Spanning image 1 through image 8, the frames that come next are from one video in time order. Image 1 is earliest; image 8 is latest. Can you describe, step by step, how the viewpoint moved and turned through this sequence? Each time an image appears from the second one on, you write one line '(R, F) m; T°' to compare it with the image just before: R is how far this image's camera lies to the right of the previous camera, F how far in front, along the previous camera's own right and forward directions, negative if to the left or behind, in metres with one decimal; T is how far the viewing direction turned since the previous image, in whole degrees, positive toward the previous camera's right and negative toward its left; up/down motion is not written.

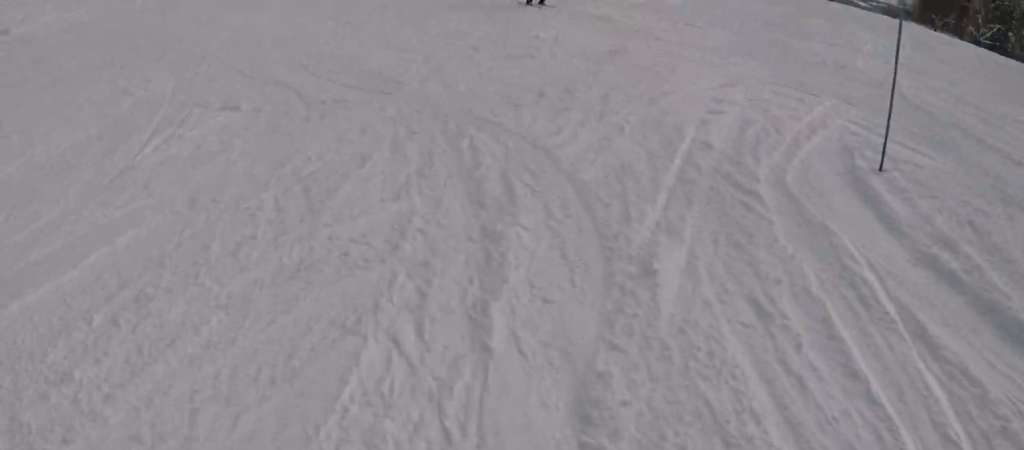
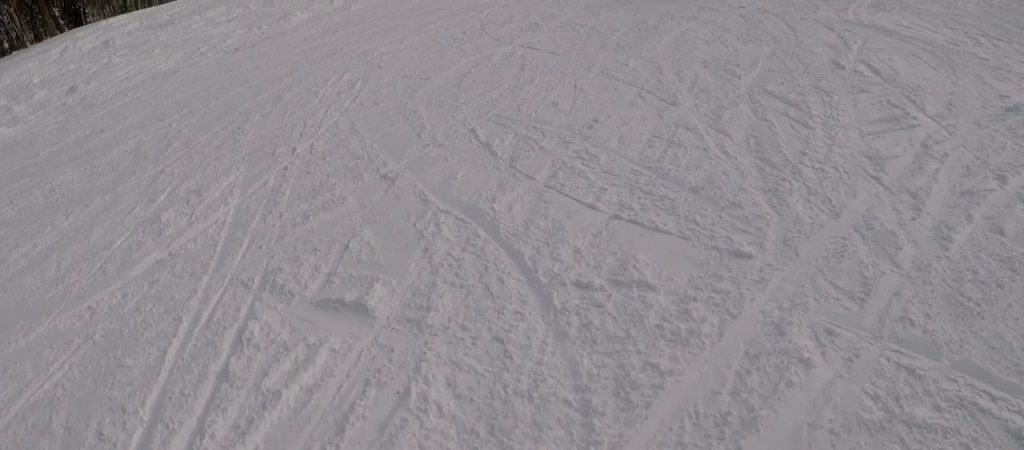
(0.0, +4.3) m; +11°
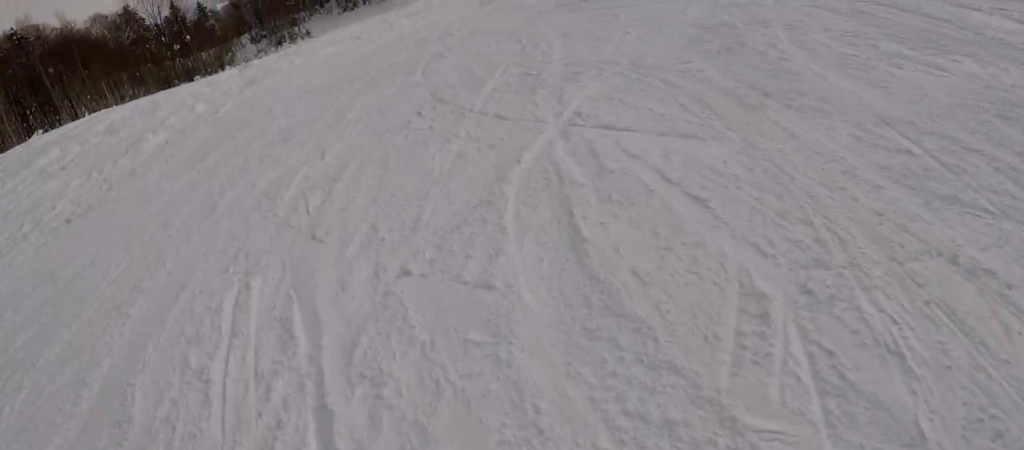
(+1.0, +4.3) m; +13°
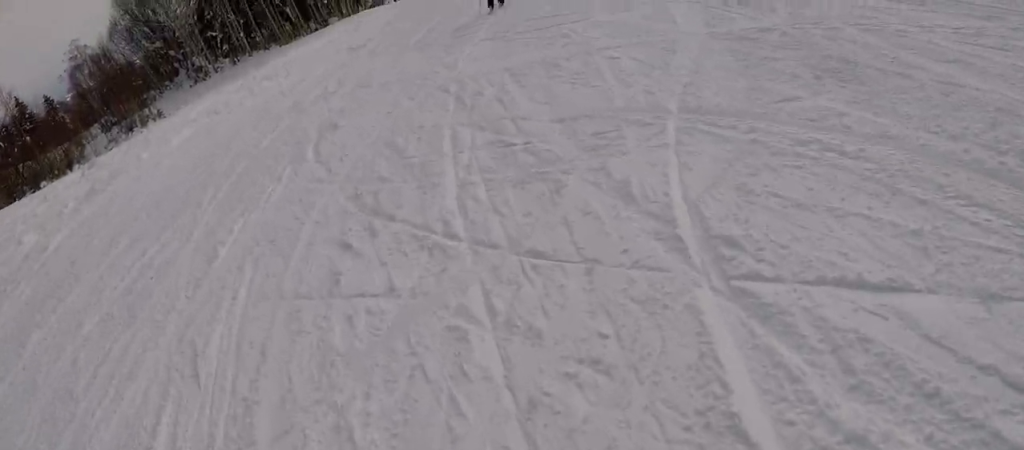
(+0.1, +2.8) m; +2°
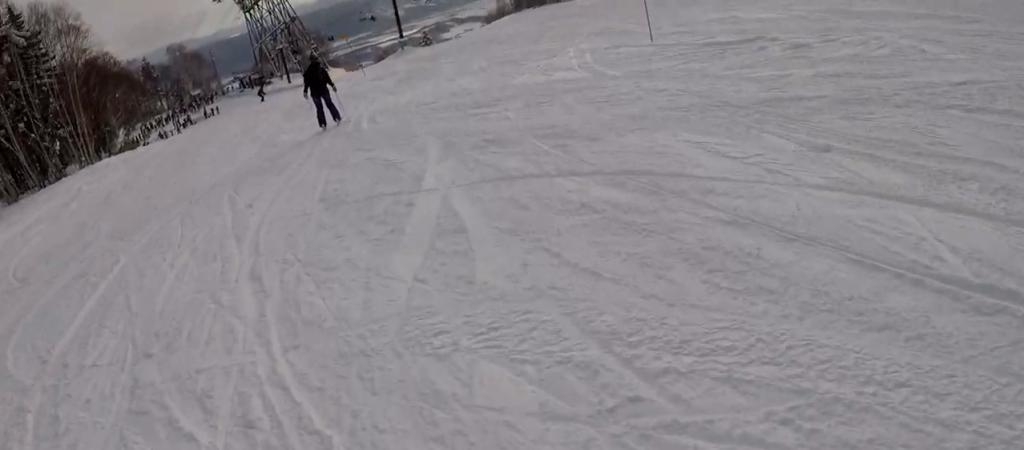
(+0.1, +8.8) m; +1°
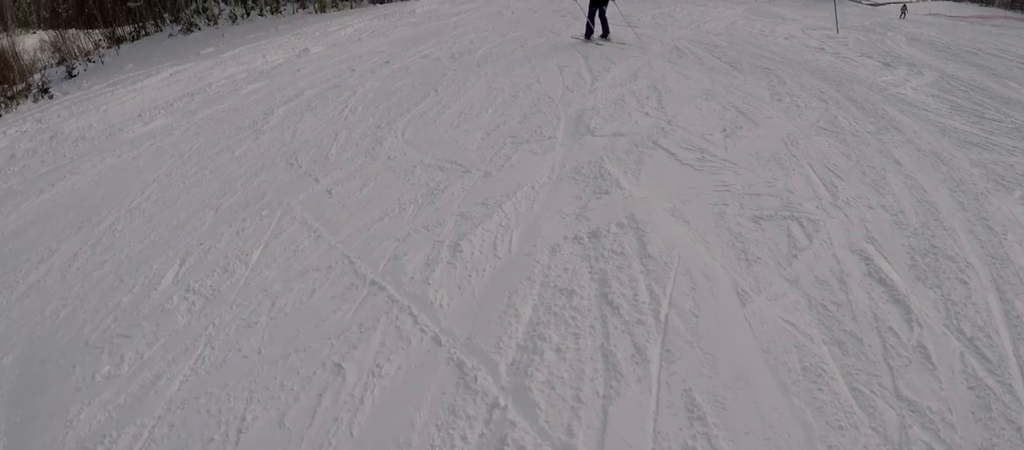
(-2.4, +11.0) m; -5°
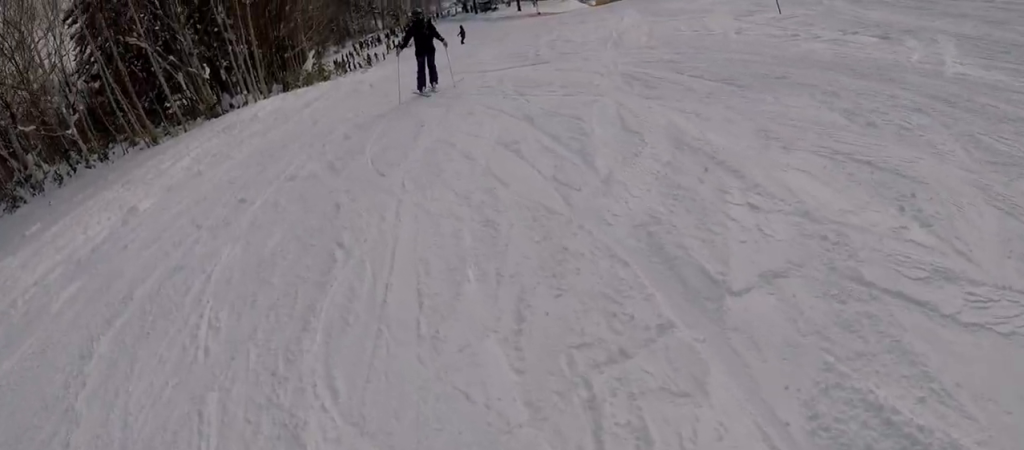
(+0.5, +3.5) m; +23°
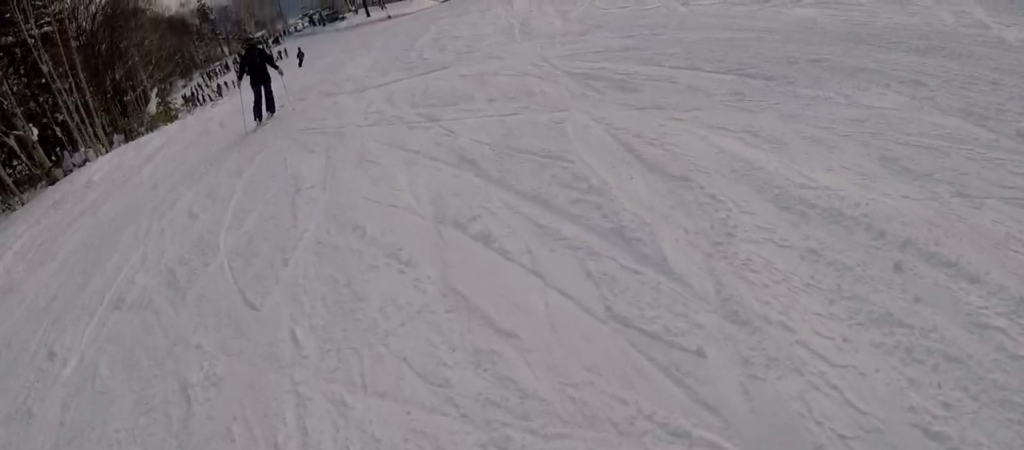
(+0.7, +2.7) m; -2°
